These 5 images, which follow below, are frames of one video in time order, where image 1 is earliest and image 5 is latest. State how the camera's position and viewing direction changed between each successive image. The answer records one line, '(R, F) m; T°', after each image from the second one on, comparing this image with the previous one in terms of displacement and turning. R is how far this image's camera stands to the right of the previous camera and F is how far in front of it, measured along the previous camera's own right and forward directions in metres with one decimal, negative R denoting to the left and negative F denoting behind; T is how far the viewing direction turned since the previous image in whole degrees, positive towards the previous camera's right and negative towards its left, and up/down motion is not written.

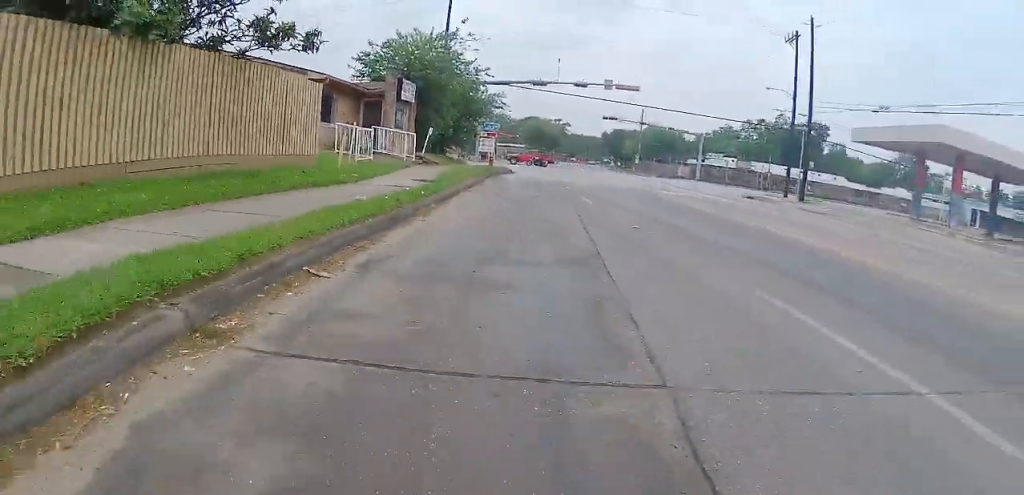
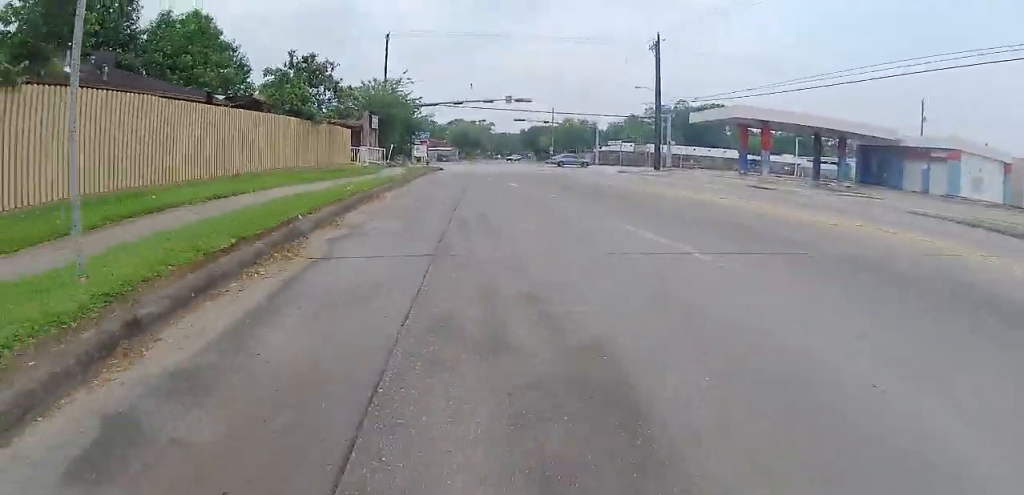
(+1.3, +14.9) m; +11°
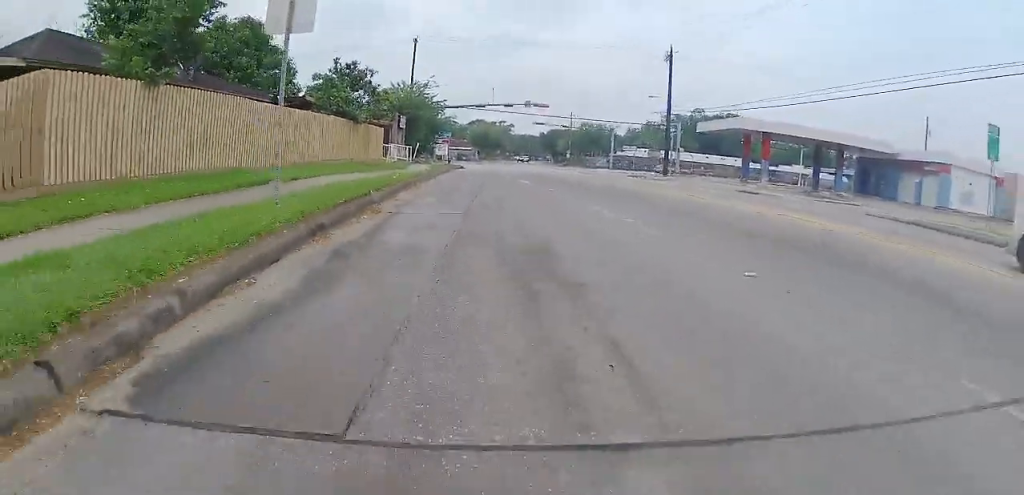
(0.0, +3.3) m; -1°
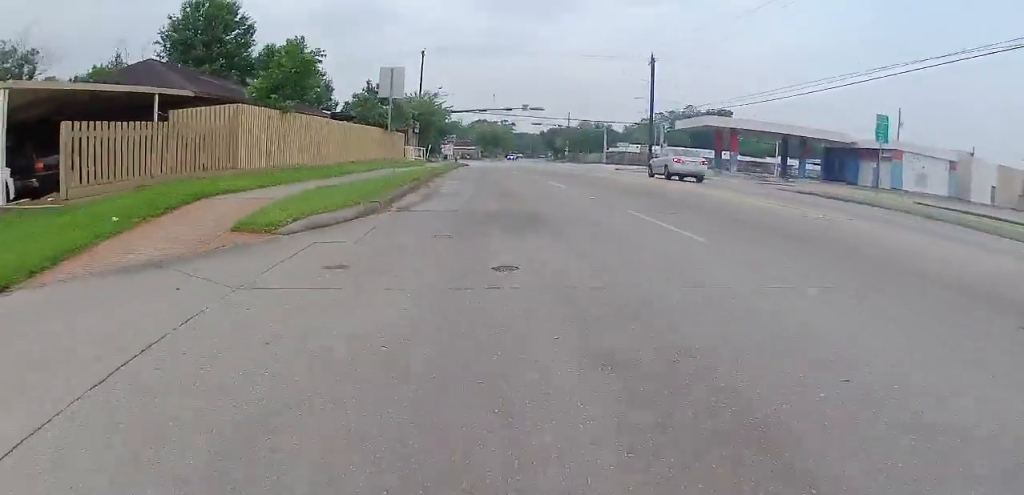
(-0.4, +7.2) m; -2°
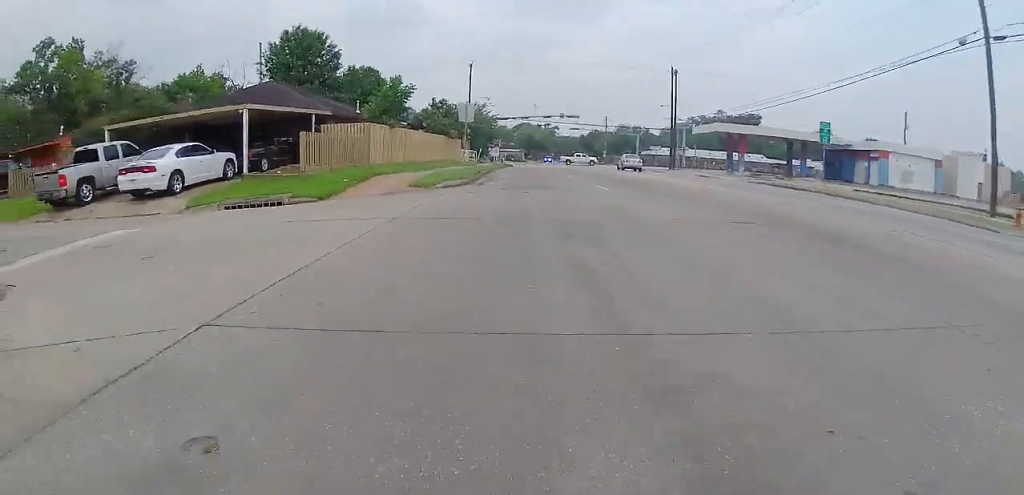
(+0.7, +9.3) m; +1°
